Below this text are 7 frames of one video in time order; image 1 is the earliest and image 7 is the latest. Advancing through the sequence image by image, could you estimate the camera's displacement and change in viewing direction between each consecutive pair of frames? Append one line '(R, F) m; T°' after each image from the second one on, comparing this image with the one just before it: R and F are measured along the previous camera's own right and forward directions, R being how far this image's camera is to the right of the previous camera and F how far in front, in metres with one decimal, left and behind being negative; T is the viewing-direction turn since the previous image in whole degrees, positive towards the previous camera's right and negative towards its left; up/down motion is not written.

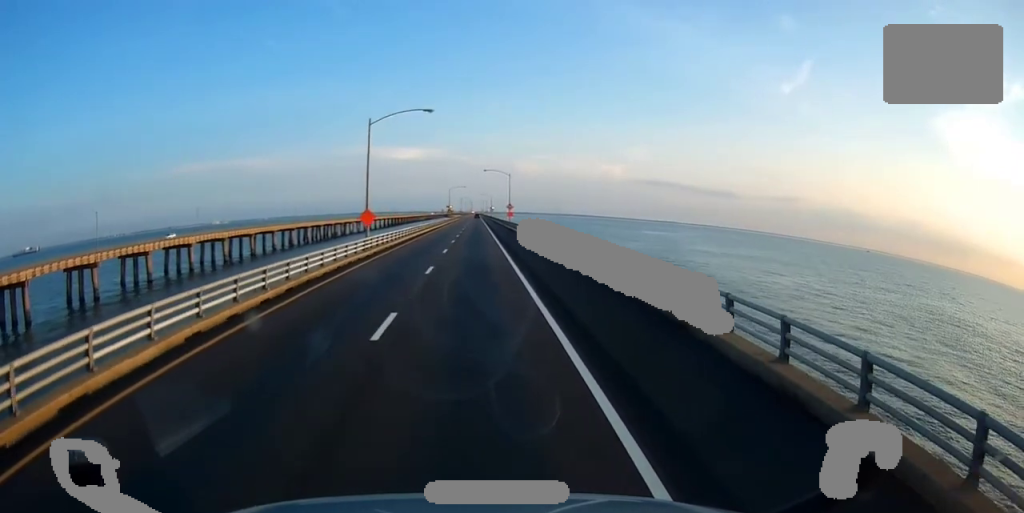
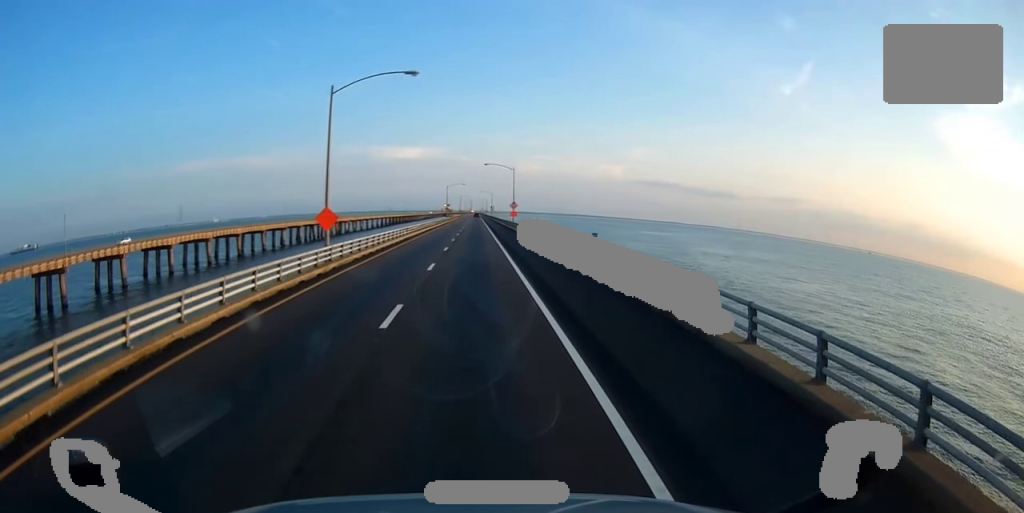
(0.0, +11.4) m; 0°
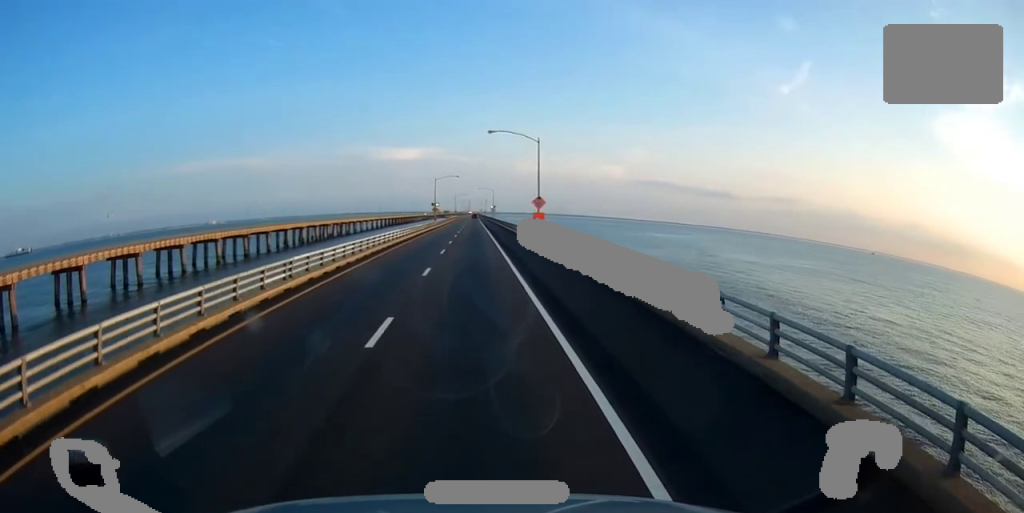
(0.0, +38.4) m; +1°
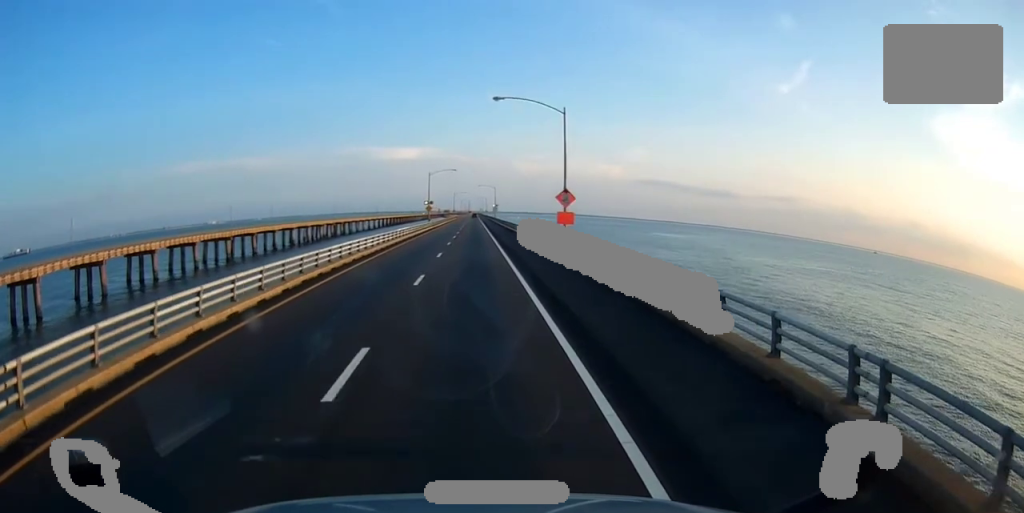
(+0.1, +15.5) m; 0°
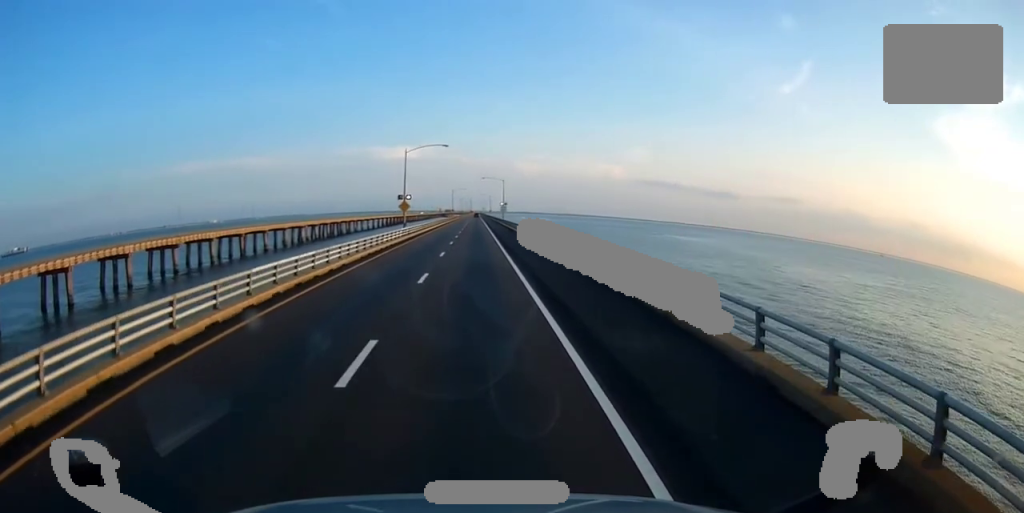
(+0.1, +36.0) m; -1°
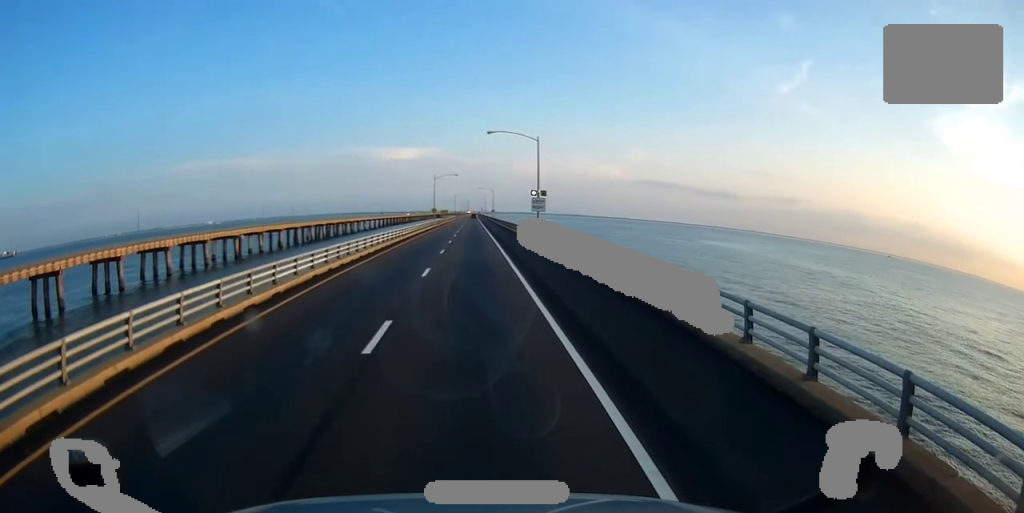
(-0.3, +70.7) m; -1°
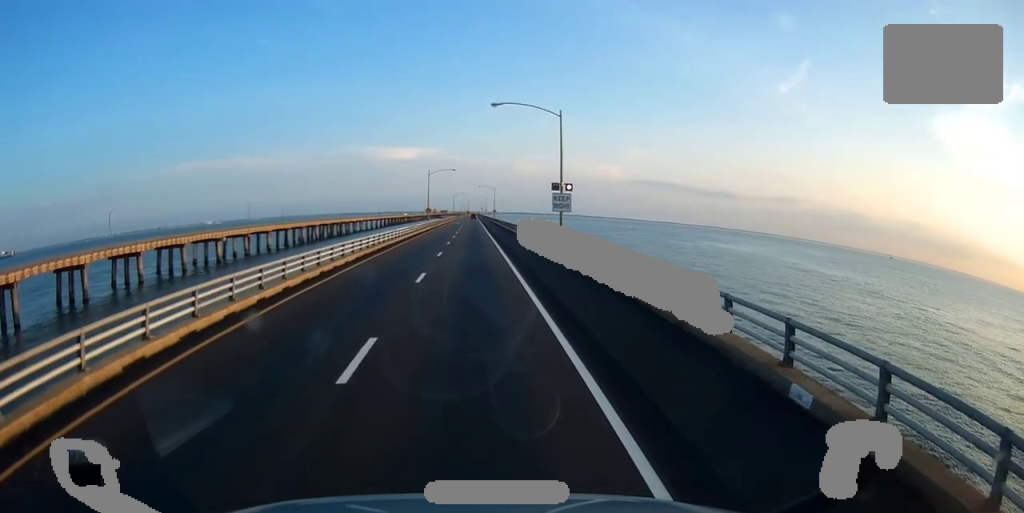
(0.0, +14.2) m; -1°
